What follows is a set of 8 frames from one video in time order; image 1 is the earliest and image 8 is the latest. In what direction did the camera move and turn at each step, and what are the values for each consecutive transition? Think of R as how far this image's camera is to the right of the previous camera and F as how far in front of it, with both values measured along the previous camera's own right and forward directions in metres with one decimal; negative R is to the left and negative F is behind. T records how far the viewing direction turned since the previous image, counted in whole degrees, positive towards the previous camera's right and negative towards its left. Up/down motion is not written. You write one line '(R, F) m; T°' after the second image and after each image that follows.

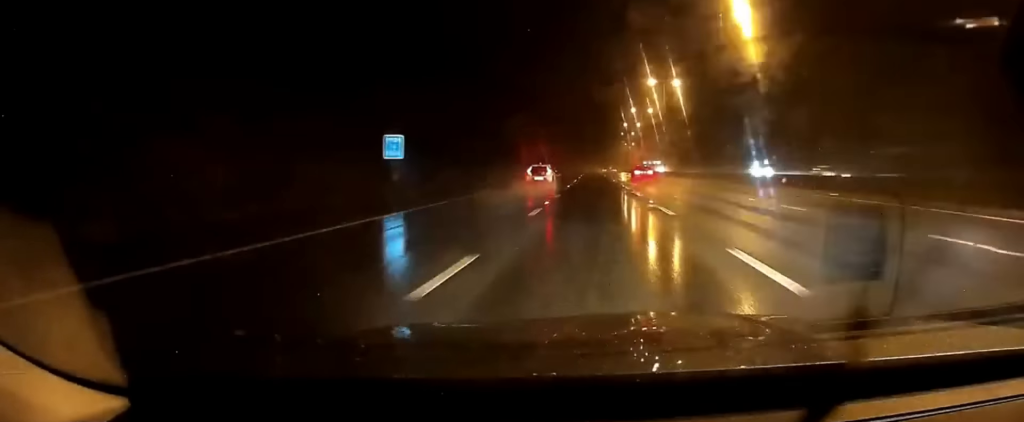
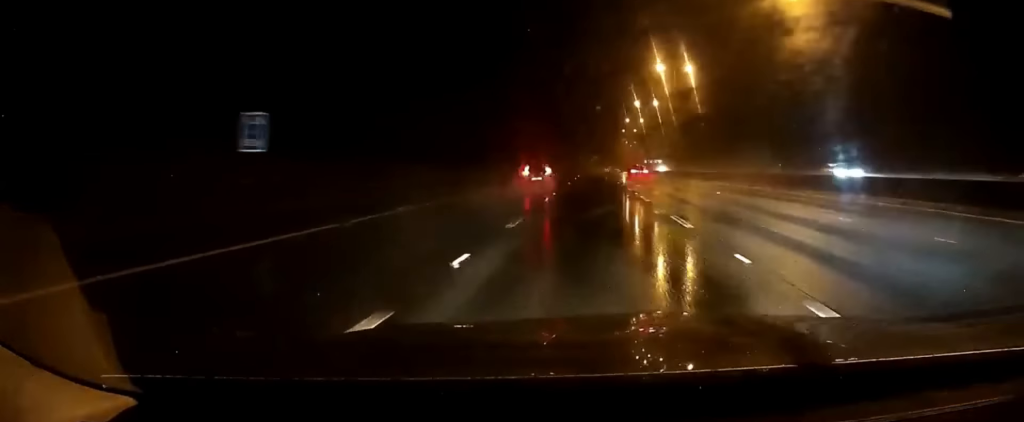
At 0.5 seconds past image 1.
(-0.2, +12.9) m; 0°
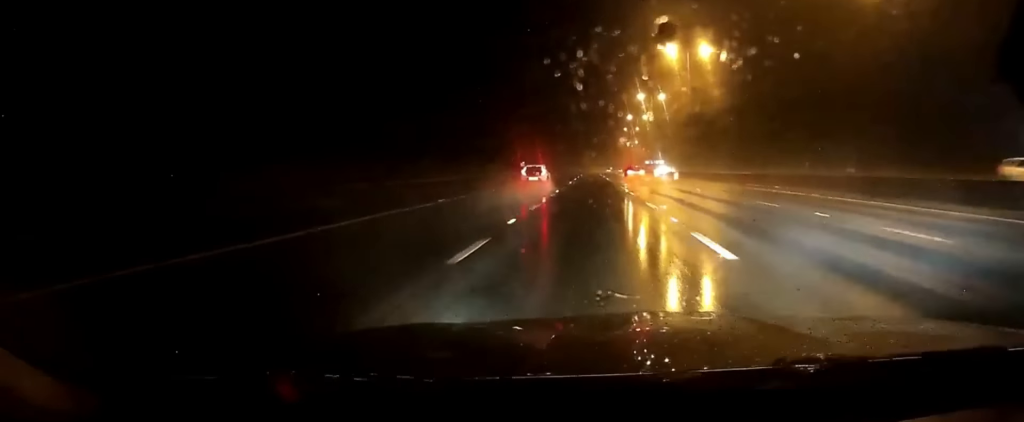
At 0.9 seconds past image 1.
(0.0, +12.9) m; 0°
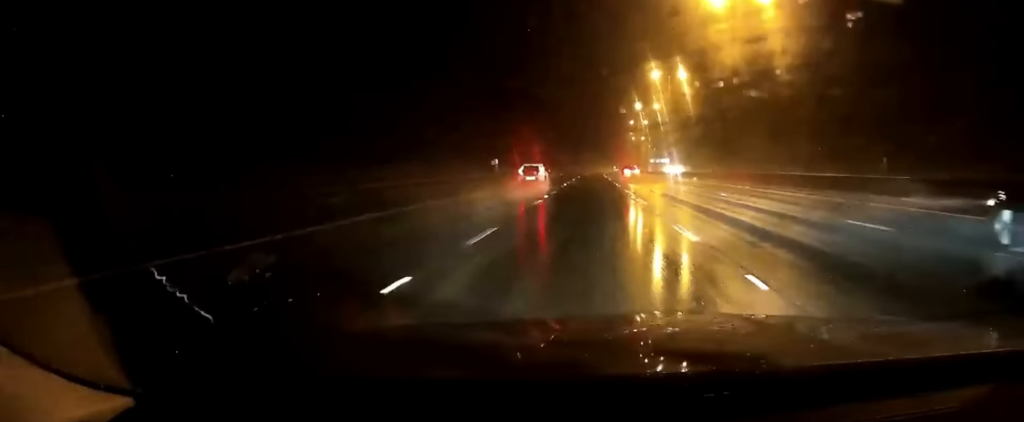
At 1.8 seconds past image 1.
(0.0, +24.9) m; 0°
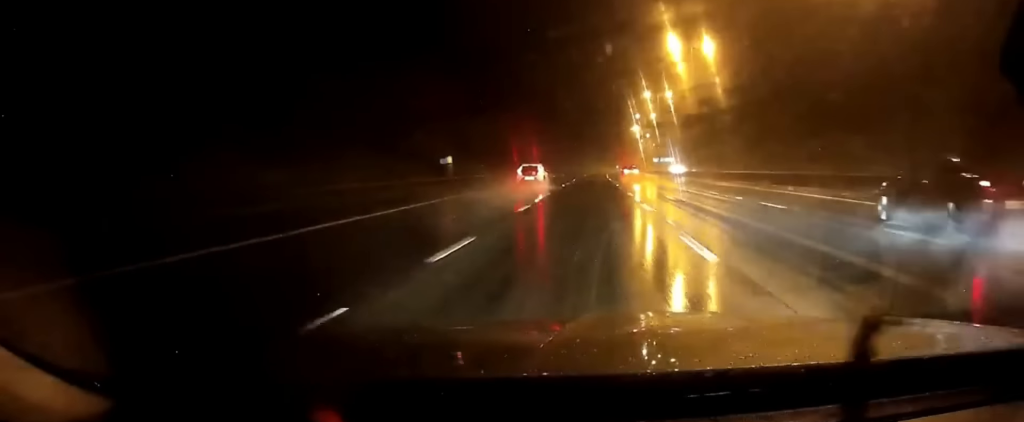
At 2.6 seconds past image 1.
(0.0, +20.4) m; 0°
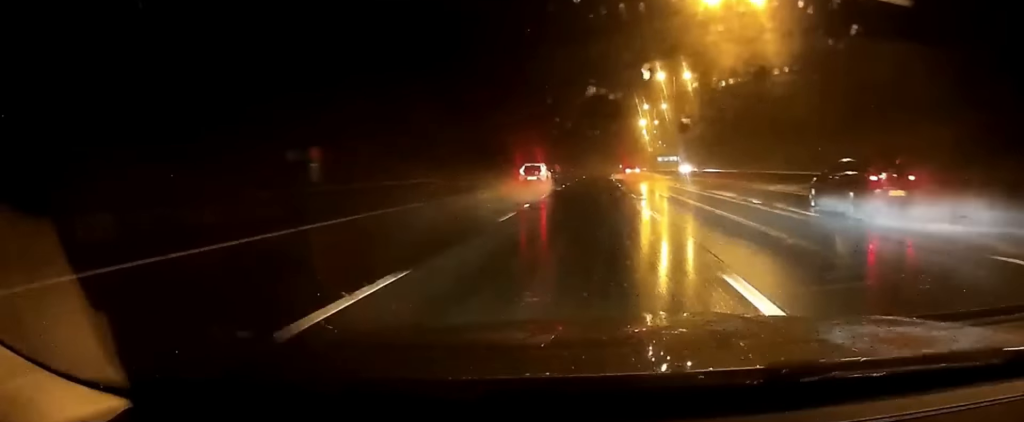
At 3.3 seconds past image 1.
(0.0, +21.3) m; 0°
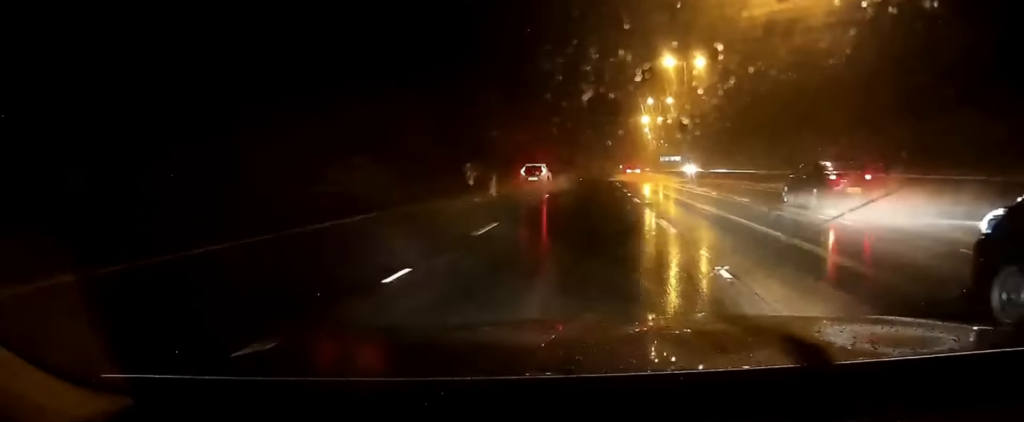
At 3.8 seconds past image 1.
(0.0, +11.9) m; 0°
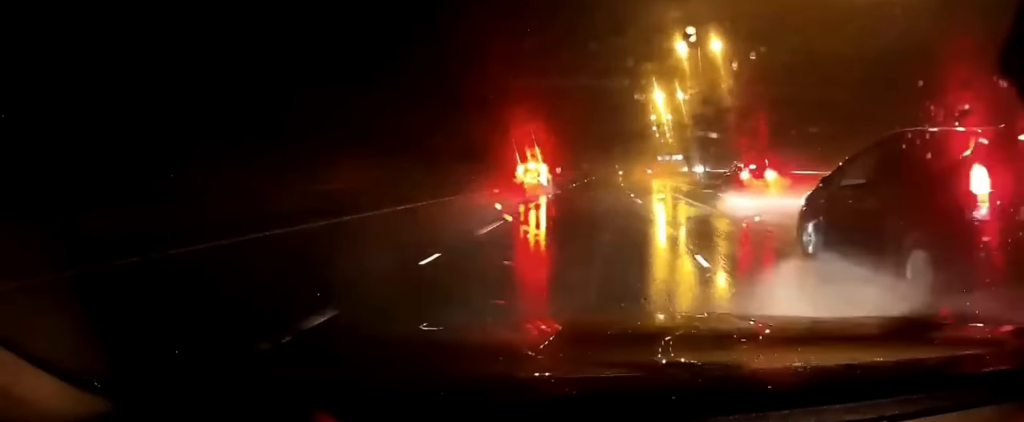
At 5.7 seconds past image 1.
(-0.1, +52.8) m; -1°
